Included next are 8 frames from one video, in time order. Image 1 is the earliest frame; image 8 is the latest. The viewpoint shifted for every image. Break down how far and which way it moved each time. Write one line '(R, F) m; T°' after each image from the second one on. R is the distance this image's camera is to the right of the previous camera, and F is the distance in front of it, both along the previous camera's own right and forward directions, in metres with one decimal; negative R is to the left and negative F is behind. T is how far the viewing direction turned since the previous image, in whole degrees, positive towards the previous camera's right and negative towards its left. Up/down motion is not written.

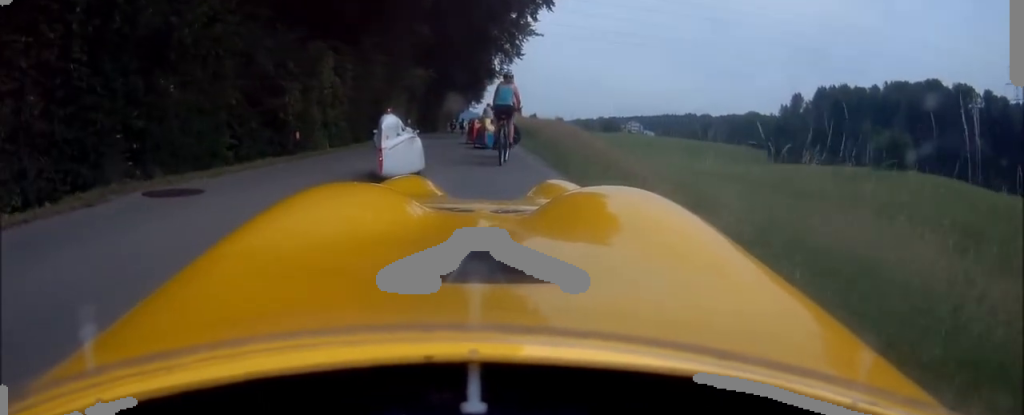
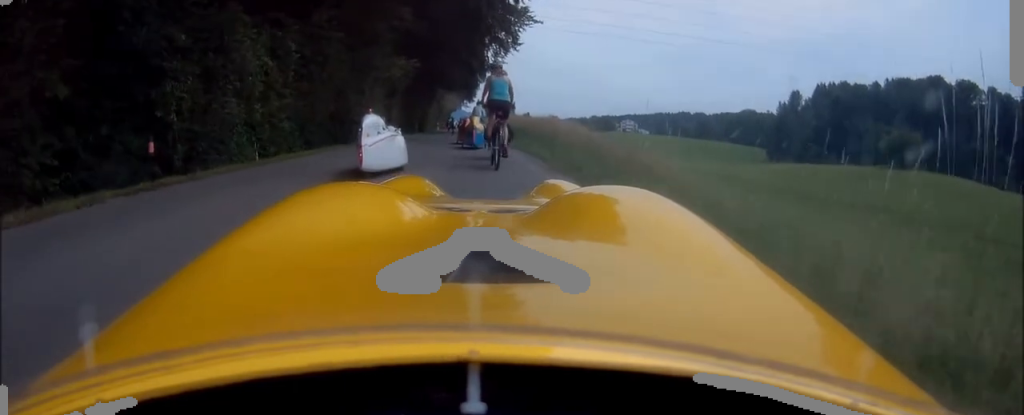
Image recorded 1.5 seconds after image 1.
(0.0, +6.0) m; 0°
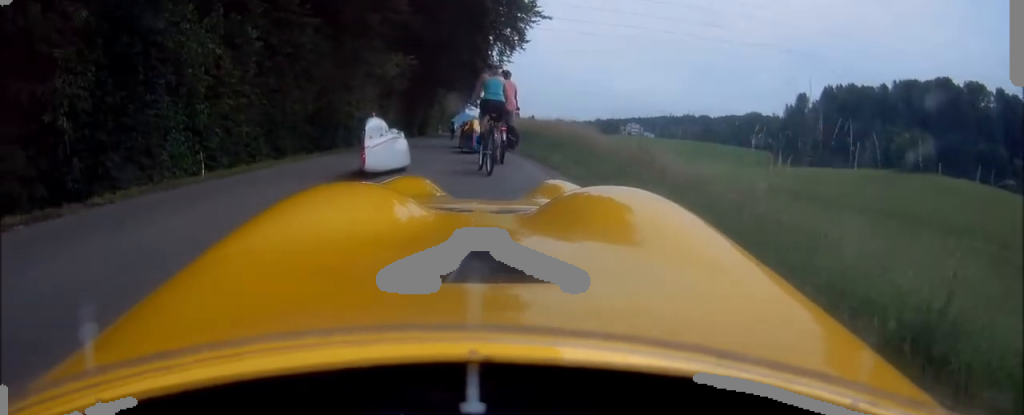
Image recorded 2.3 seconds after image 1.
(0.0, +3.3) m; 0°
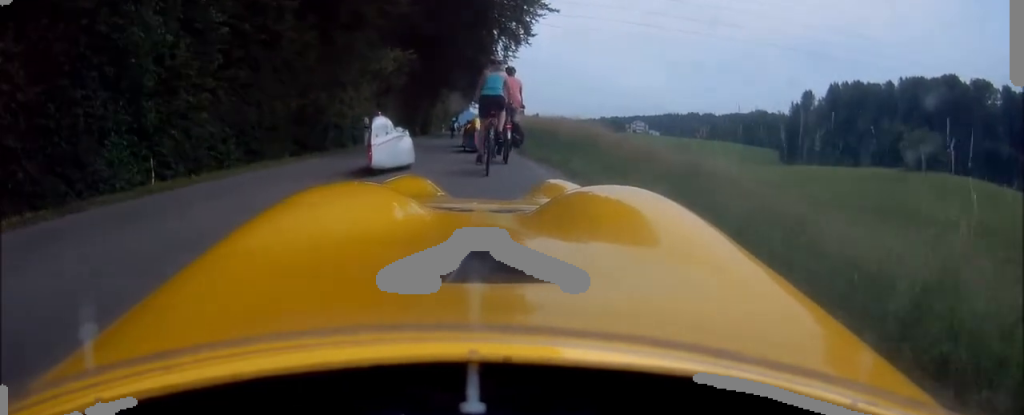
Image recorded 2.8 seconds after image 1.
(0.0, +2.2) m; -1°
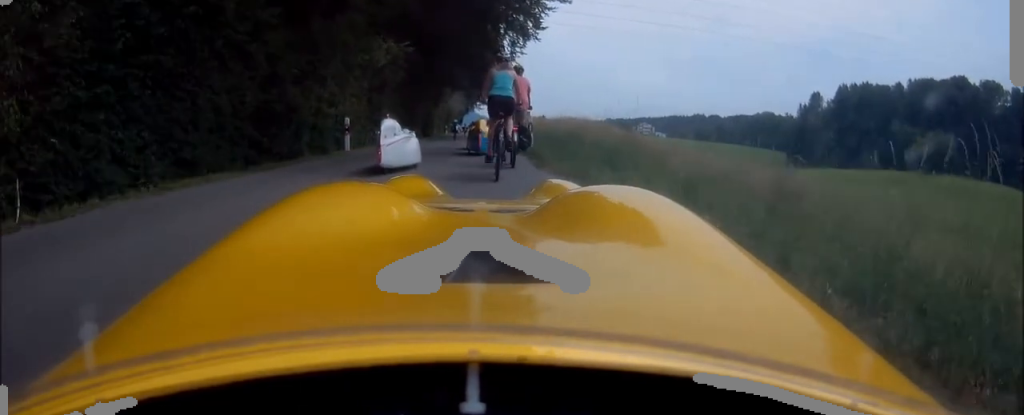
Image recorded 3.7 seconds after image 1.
(-0.1, +3.6) m; -1°
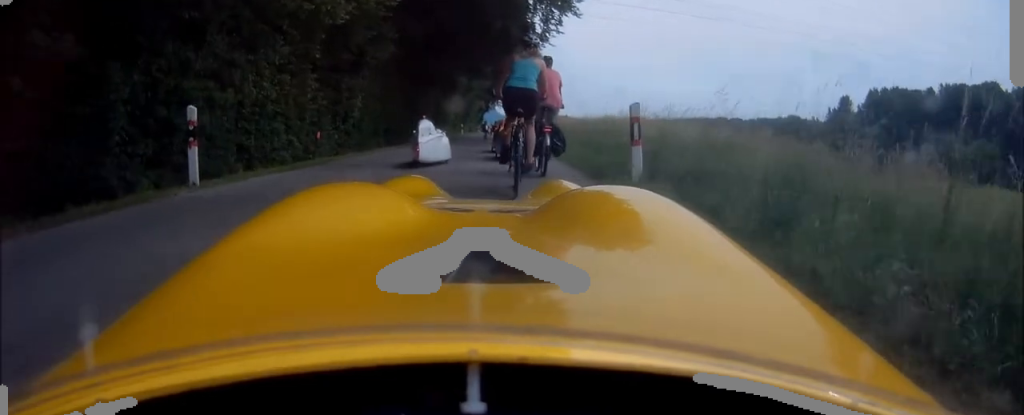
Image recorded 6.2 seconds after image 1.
(+0.6, +9.5) m; 0°
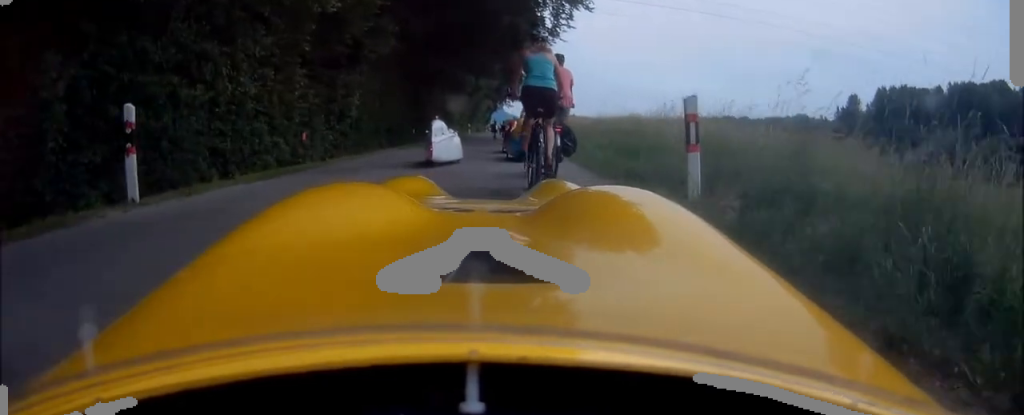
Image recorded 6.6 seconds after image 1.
(-0.3, +1.5) m; 0°
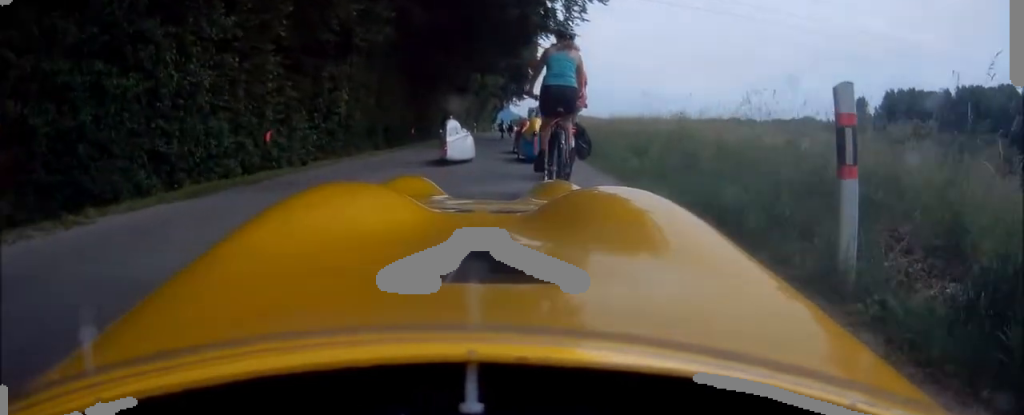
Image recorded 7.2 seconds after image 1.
(-0.2, +2.1) m; 0°
